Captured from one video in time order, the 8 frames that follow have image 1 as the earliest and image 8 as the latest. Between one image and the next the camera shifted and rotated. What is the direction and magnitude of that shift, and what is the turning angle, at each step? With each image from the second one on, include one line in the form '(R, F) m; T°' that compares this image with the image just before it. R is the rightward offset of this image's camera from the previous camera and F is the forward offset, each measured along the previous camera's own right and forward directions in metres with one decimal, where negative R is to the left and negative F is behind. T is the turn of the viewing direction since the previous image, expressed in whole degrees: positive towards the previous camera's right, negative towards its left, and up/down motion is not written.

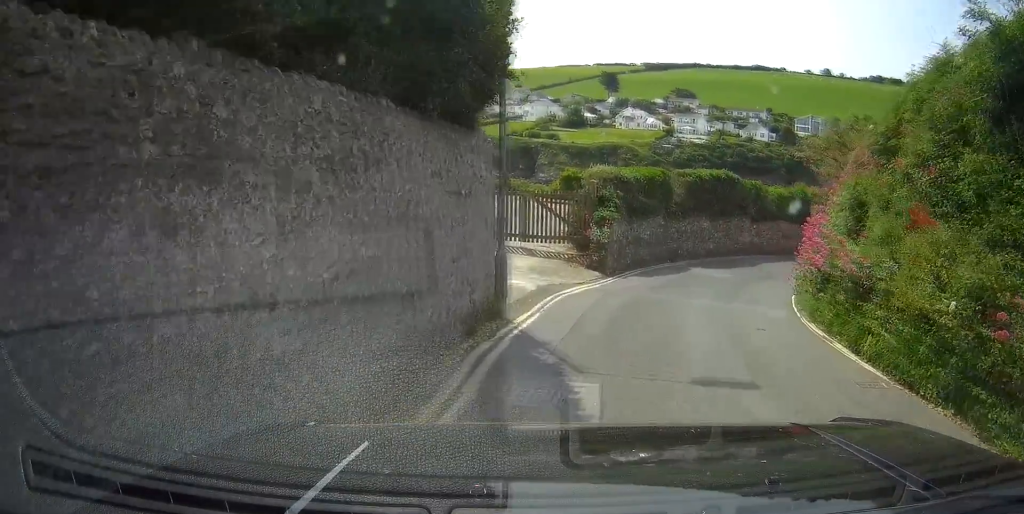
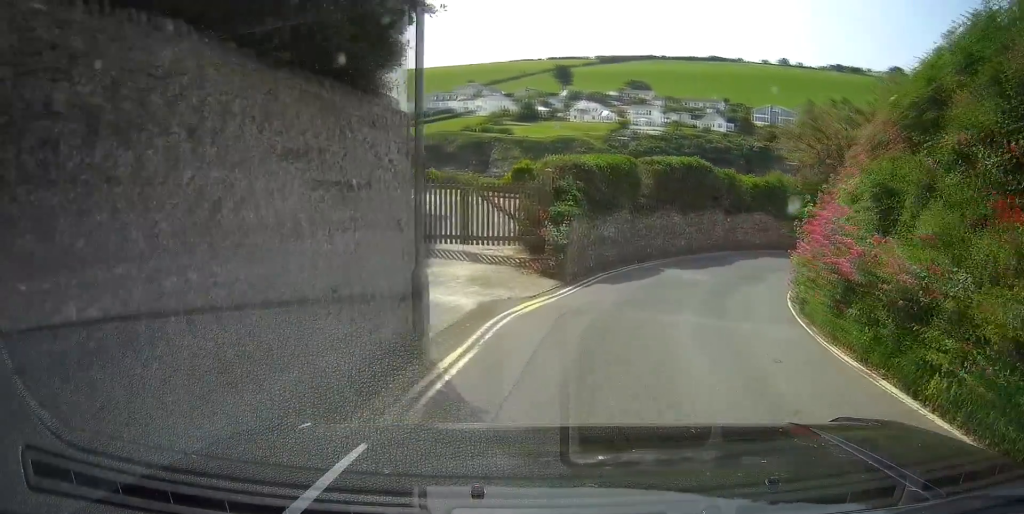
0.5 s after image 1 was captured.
(0.0, +2.5) m; +1°
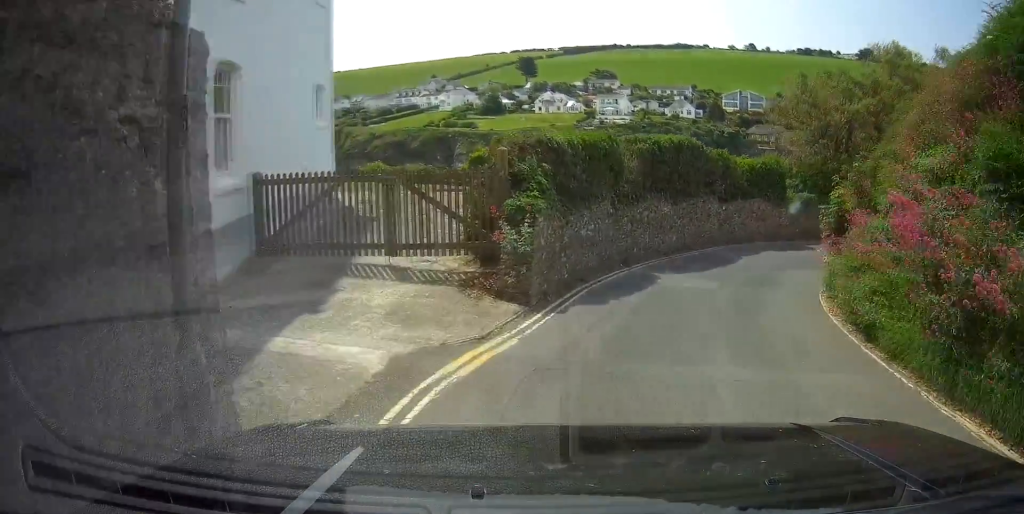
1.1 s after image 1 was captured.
(0.0, +3.0) m; +1°
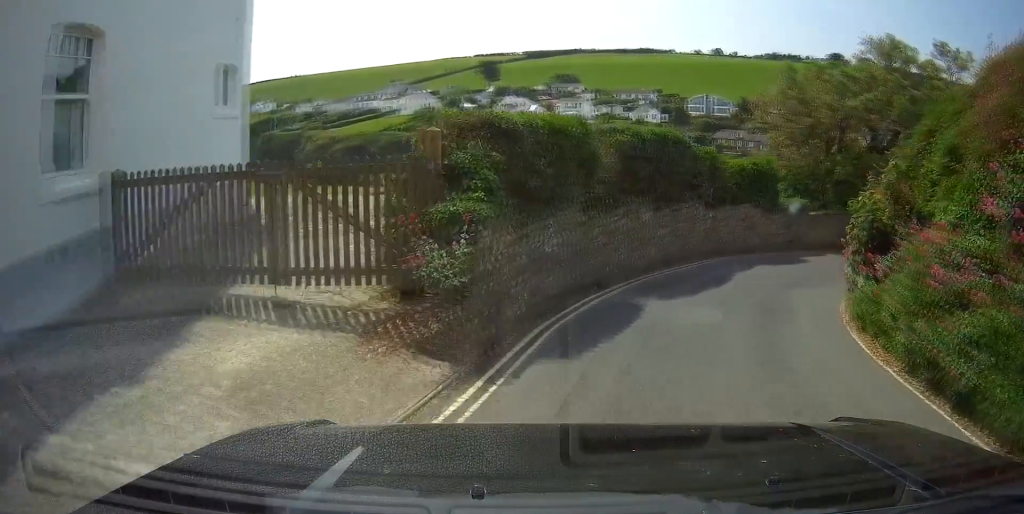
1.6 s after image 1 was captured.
(0.0, +2.2) m; +5°
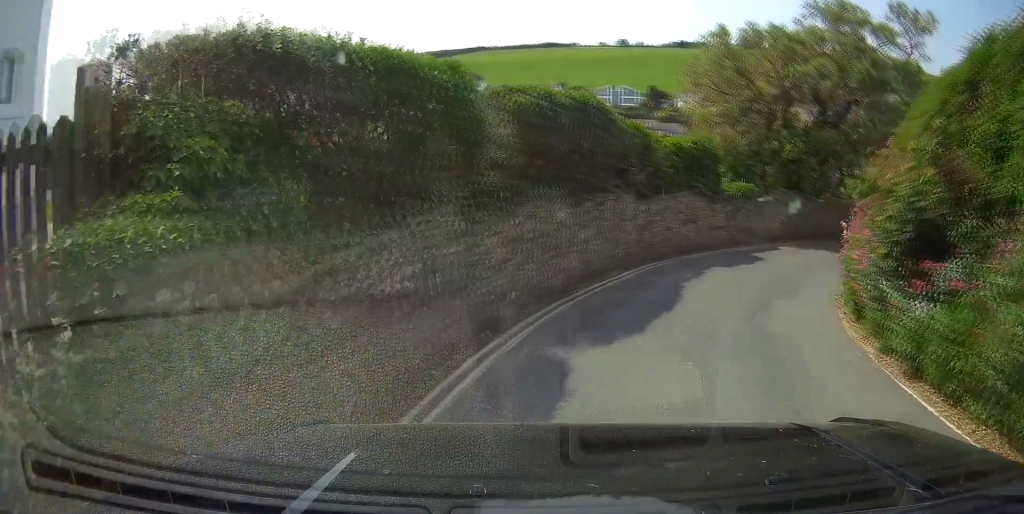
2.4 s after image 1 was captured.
(+0.1, +2.9) m; +8°
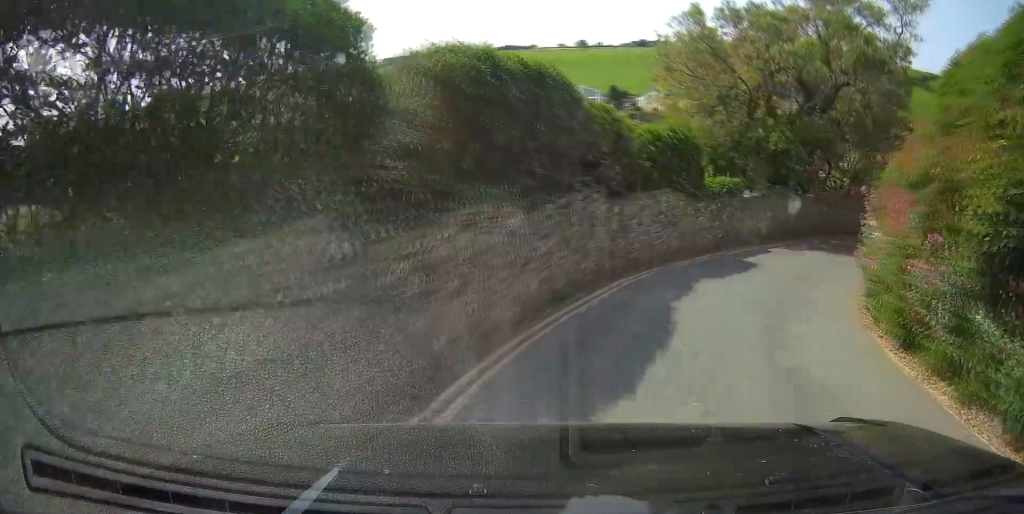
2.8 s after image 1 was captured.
(+0.3, +1.8) m; +5°
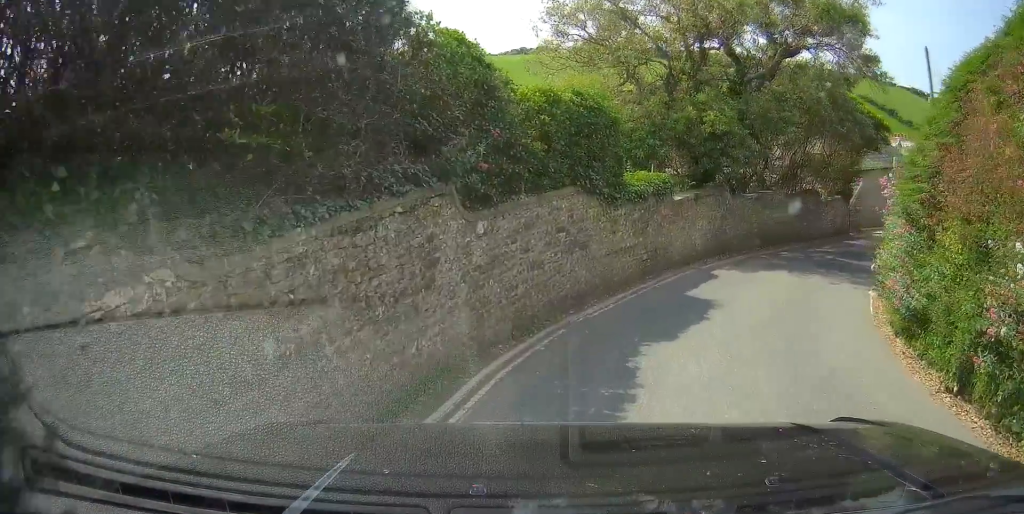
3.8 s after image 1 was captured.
(+0.3, +4.2) m; +6°
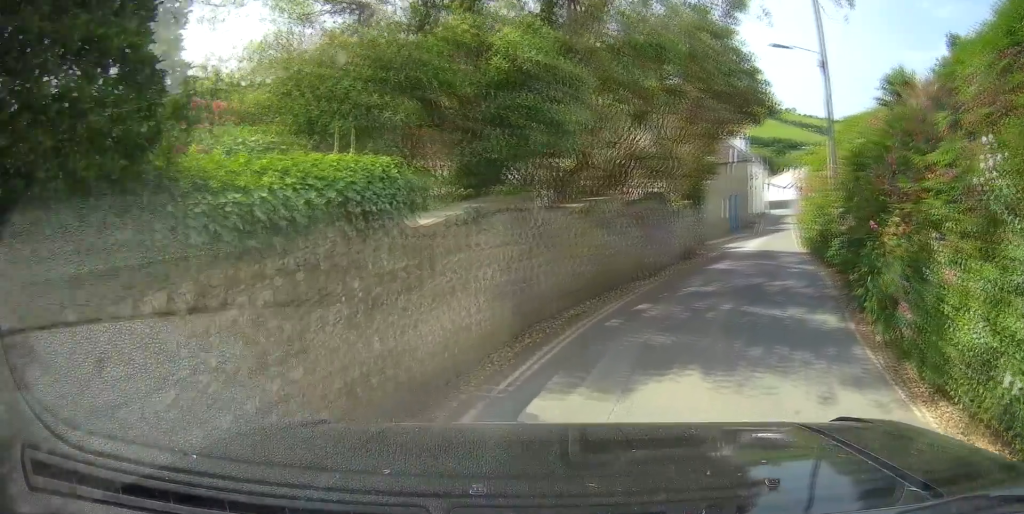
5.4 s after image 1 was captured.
(+0.7, +7.4) m; +13°
